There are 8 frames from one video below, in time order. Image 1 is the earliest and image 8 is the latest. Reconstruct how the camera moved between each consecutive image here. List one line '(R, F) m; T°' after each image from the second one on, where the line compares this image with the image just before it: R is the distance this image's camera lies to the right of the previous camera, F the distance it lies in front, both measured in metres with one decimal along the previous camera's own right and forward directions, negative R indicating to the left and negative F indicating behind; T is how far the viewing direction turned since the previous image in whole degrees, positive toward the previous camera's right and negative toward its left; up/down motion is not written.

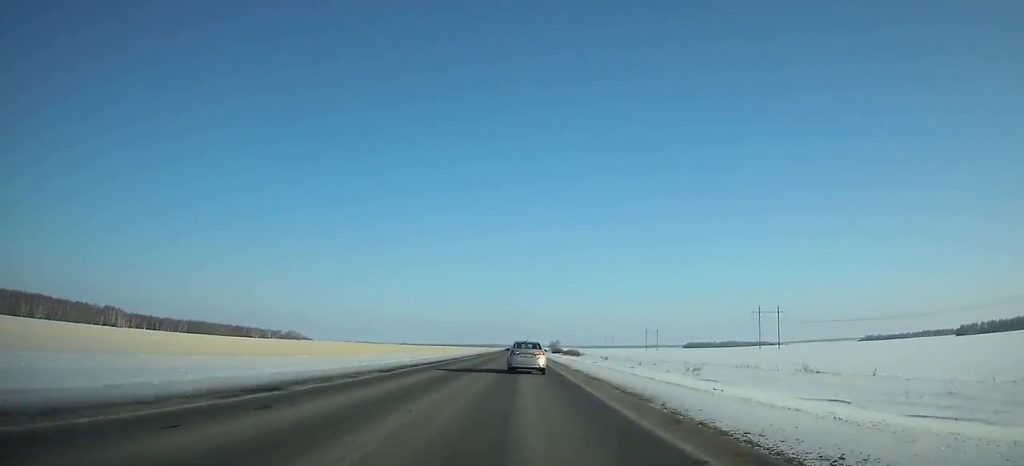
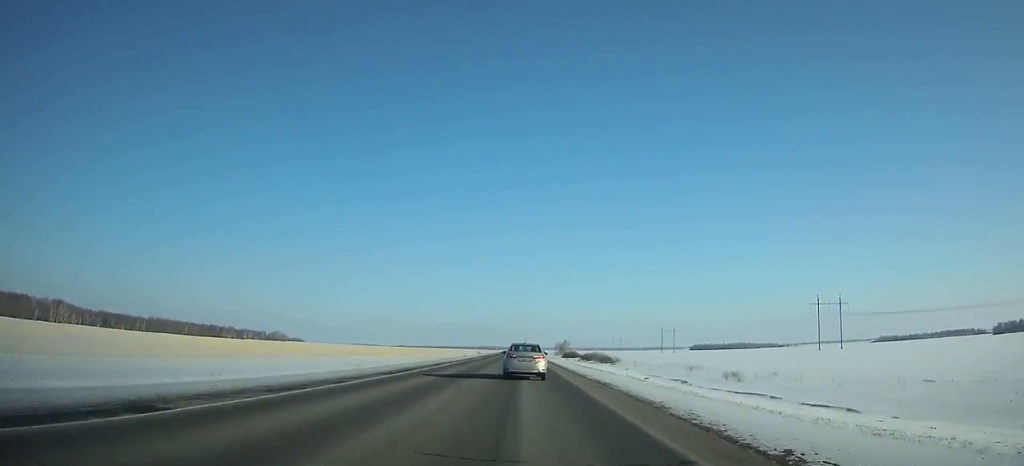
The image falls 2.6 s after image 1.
(+0.1, +75.2) m; 0°
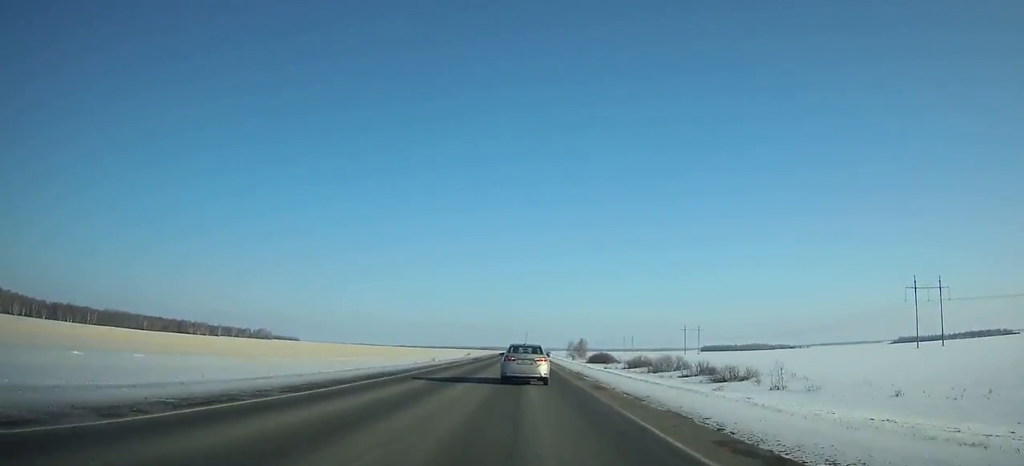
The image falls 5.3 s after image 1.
(0.0, +77.0) m; 0°
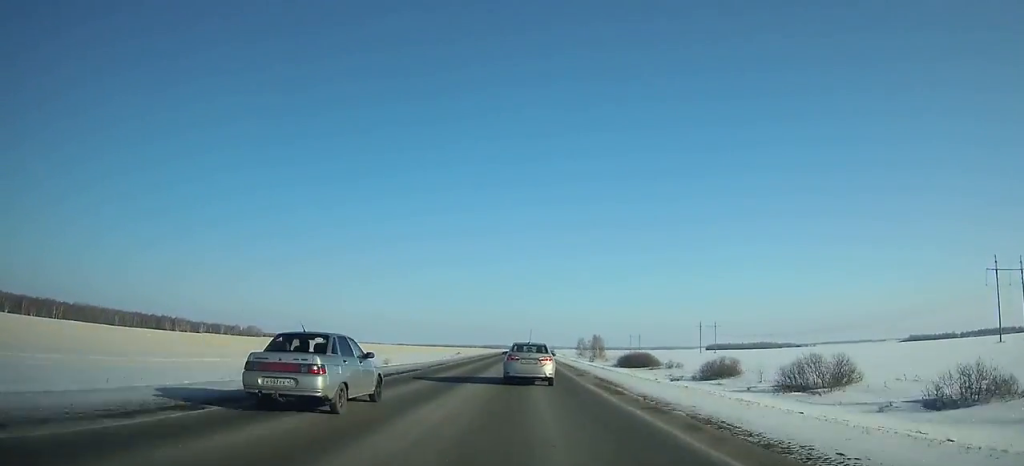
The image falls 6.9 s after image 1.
(-0.1, +45.1) m; 0°
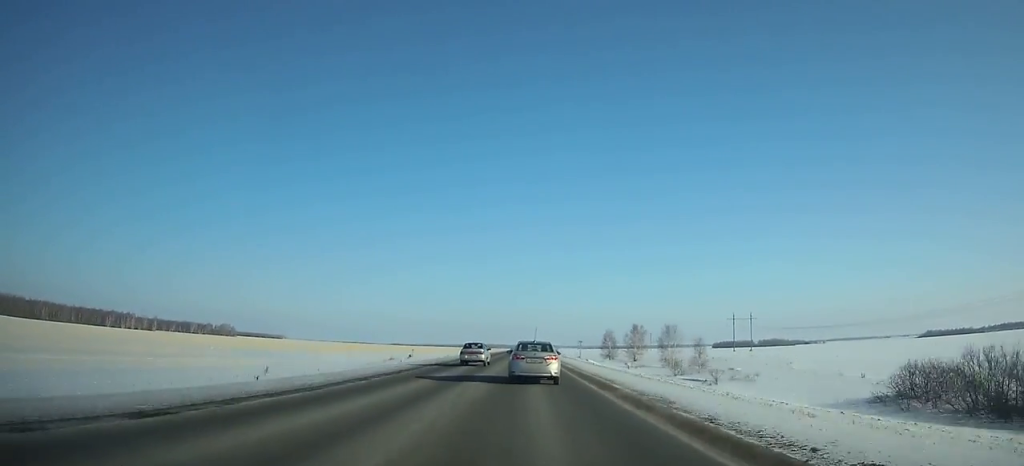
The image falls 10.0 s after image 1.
(+0.2, +85.9) m; 0°
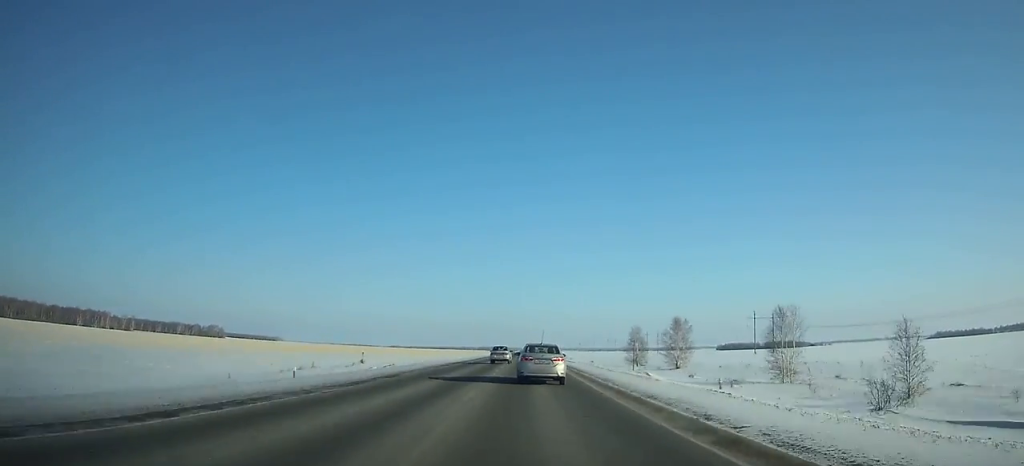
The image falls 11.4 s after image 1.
(0.0, +38.3) m; 0°
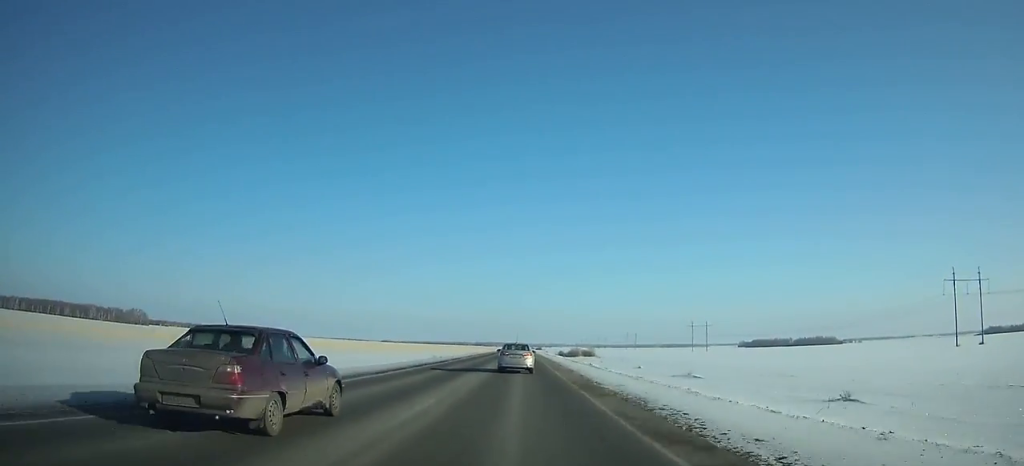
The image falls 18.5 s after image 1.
(-0.8, +194.1) m; -1°
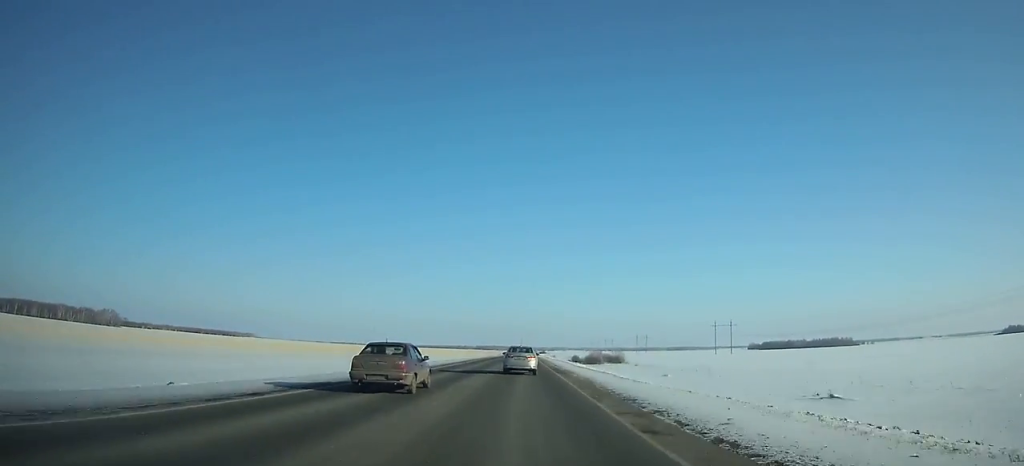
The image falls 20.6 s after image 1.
(-0.2, +57.9) m; 0°
